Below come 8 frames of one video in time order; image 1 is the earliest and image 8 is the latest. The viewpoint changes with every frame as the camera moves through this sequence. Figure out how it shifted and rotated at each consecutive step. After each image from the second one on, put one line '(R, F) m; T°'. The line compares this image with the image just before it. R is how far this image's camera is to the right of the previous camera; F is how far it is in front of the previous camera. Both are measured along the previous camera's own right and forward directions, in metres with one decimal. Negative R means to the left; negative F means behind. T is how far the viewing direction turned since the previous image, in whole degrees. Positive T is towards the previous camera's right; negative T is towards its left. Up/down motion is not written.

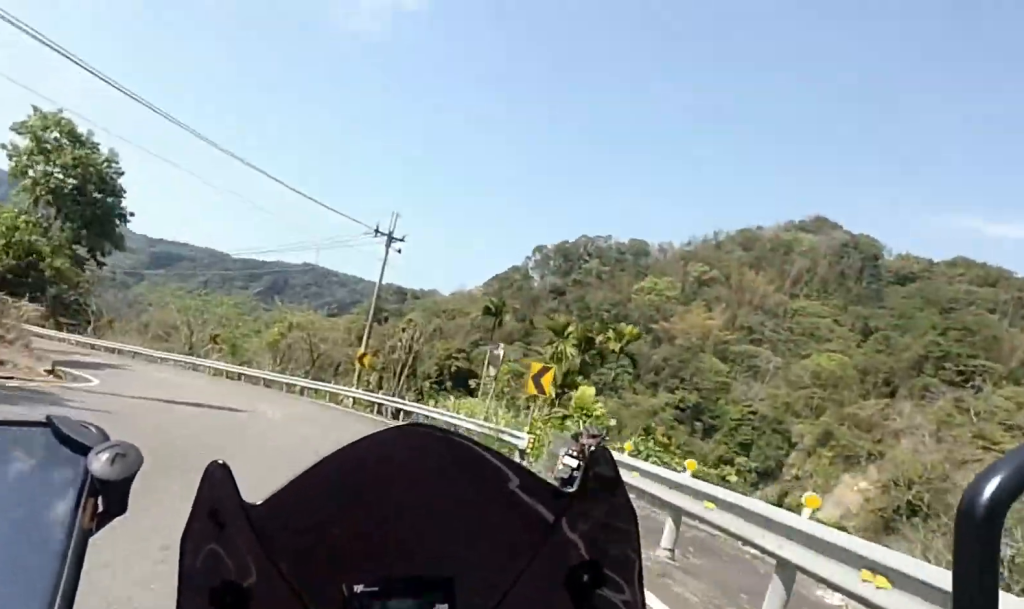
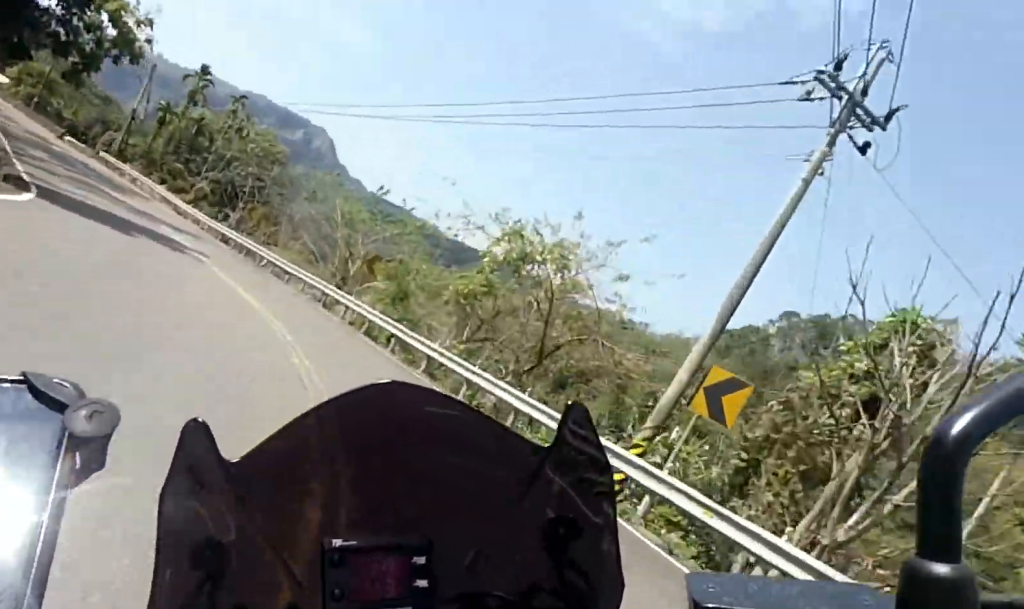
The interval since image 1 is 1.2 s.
(-3.1, +14.8) m; -25°
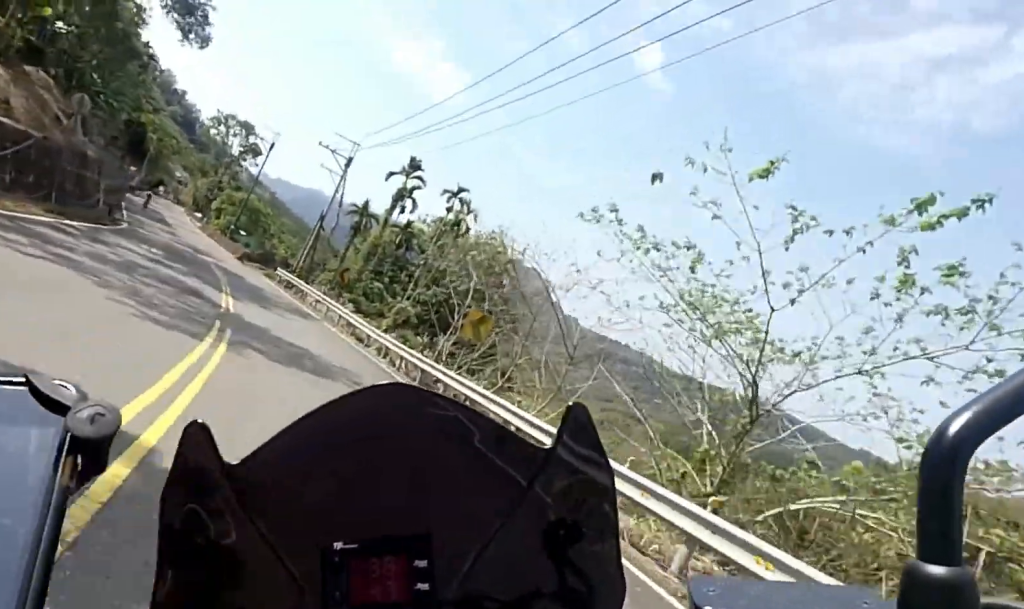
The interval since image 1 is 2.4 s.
(-2.3, +15.2) m; -12°
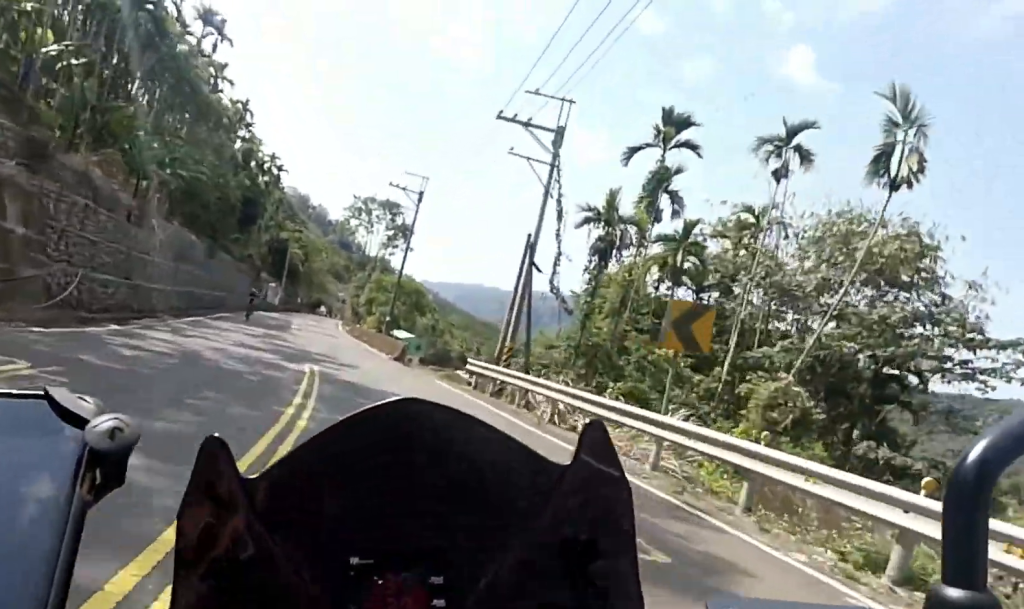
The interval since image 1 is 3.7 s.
(-1.3, +18.3) m; -10°
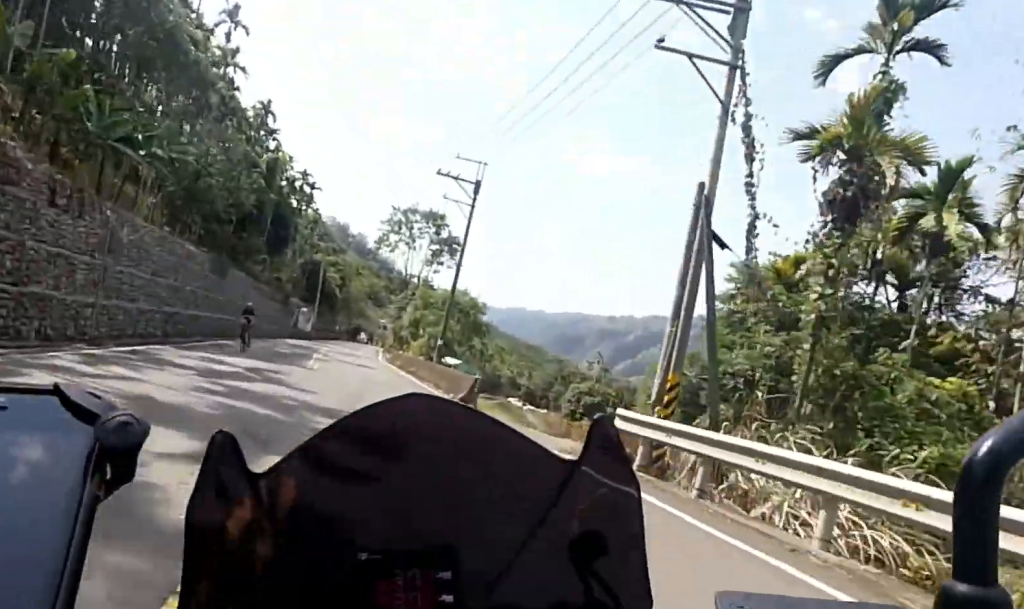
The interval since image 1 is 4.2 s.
(-0.7, +8.8) m; -3°
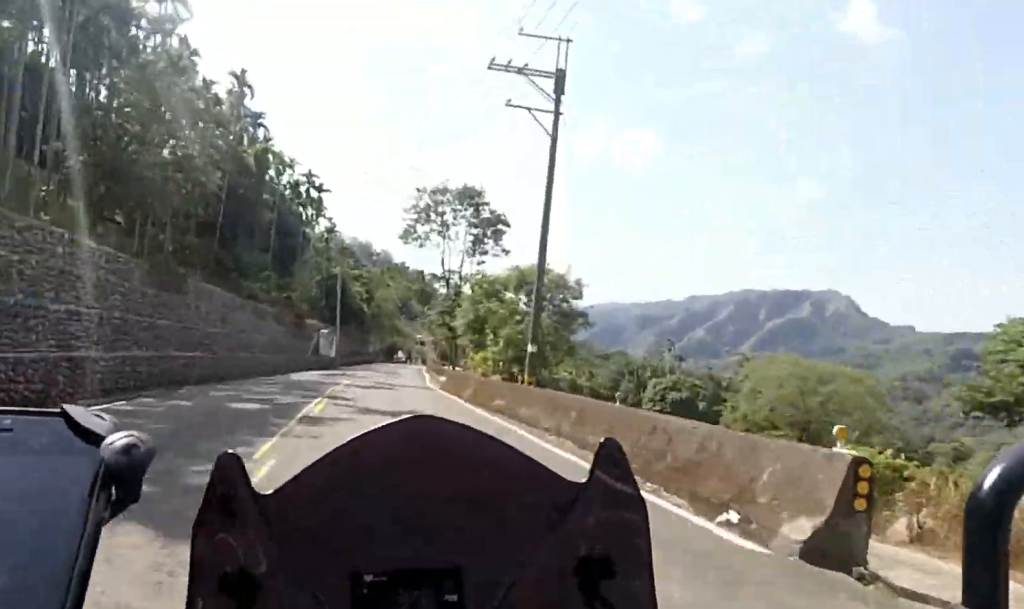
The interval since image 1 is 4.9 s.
(-0.4, +12.8) m; -1°
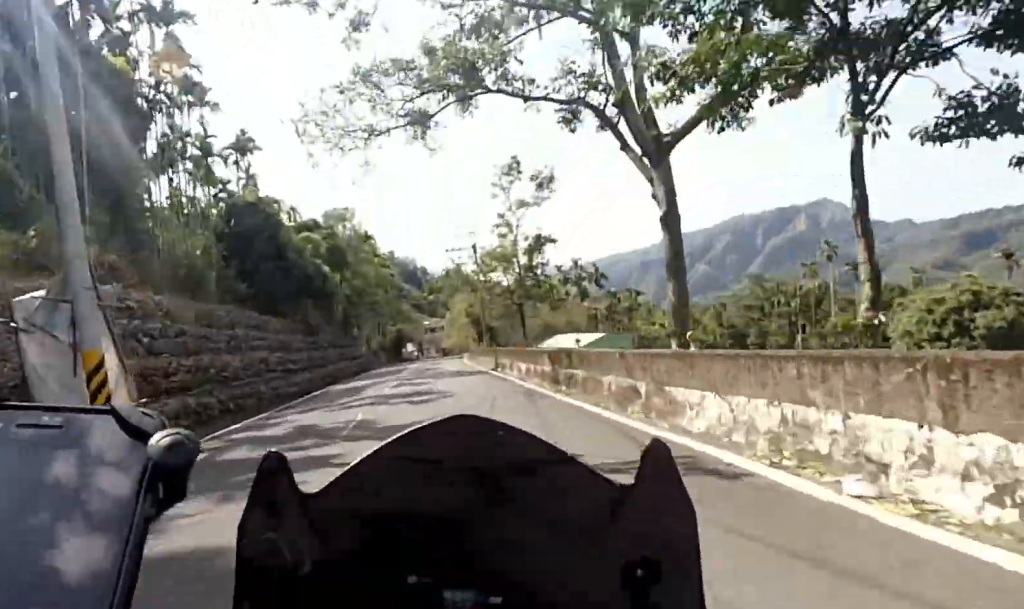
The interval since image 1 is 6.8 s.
(+1.5, +40.9) m; +4°
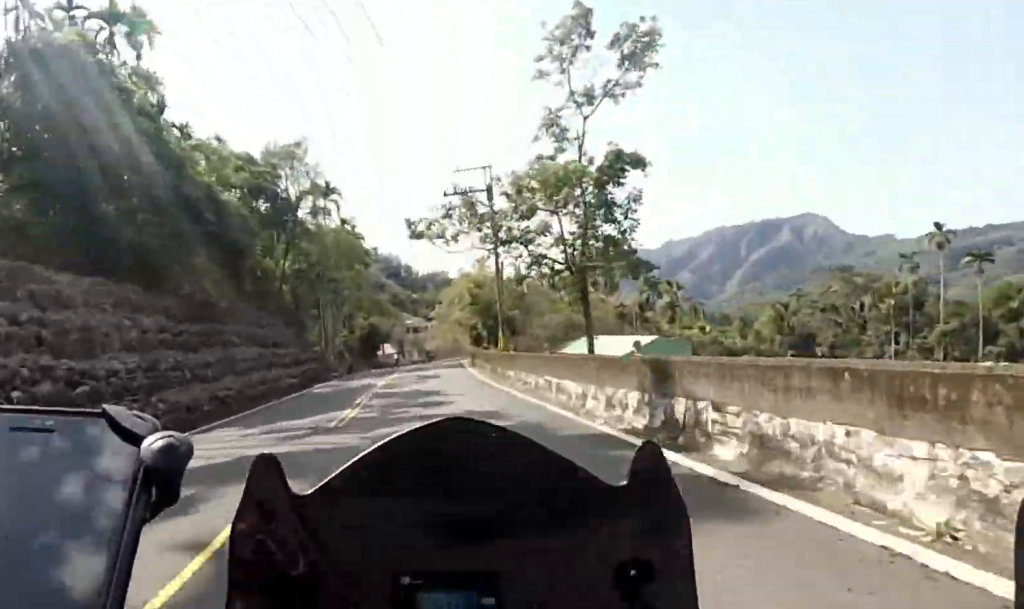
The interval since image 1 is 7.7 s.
(-0.5, +18.1) m; +4°
